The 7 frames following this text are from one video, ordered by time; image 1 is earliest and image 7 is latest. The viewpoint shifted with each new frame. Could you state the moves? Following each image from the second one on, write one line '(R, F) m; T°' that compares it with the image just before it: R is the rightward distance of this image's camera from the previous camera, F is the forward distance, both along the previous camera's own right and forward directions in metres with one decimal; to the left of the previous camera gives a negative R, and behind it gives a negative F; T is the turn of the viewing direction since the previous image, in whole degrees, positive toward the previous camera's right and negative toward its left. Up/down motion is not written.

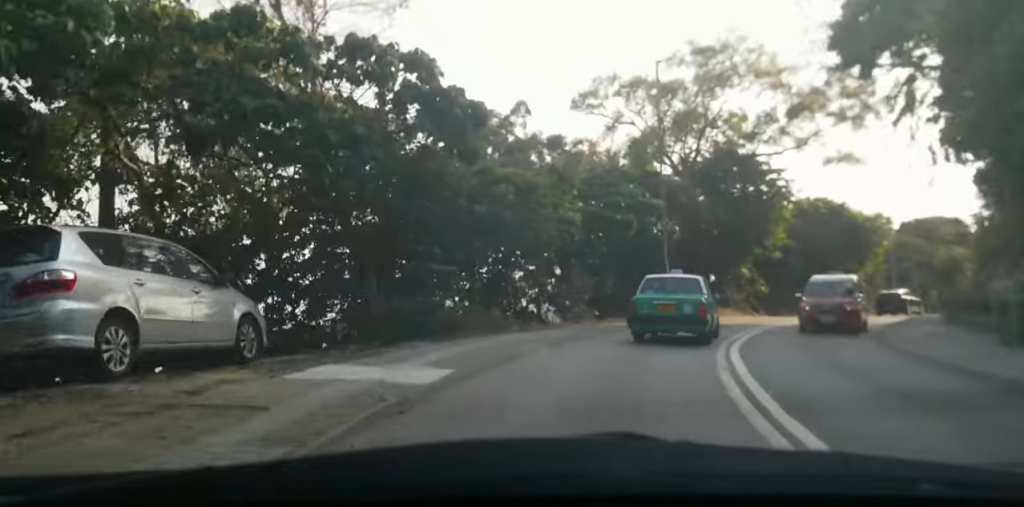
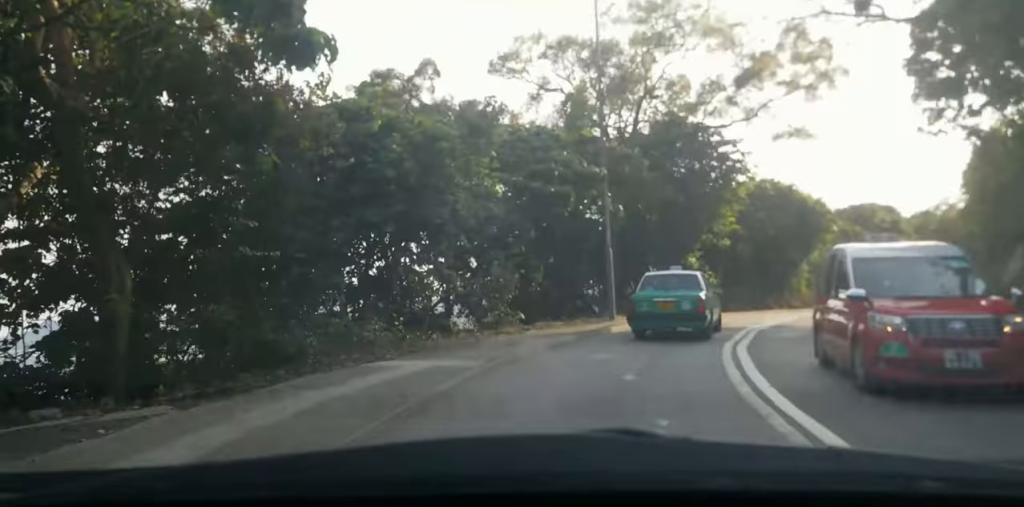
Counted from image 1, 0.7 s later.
(0.0, +6.6) m; +6°
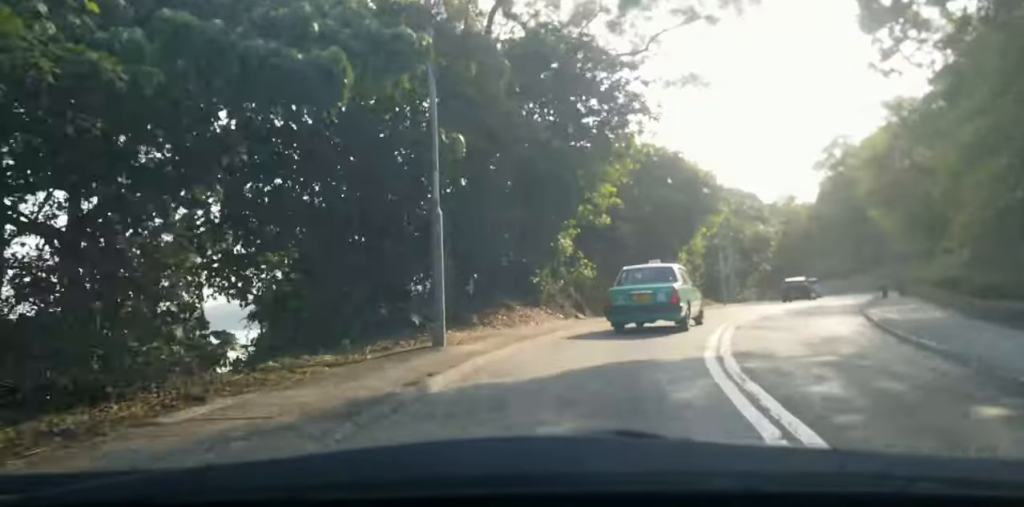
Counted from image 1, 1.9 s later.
(+2.1, +11.6) m; +20°
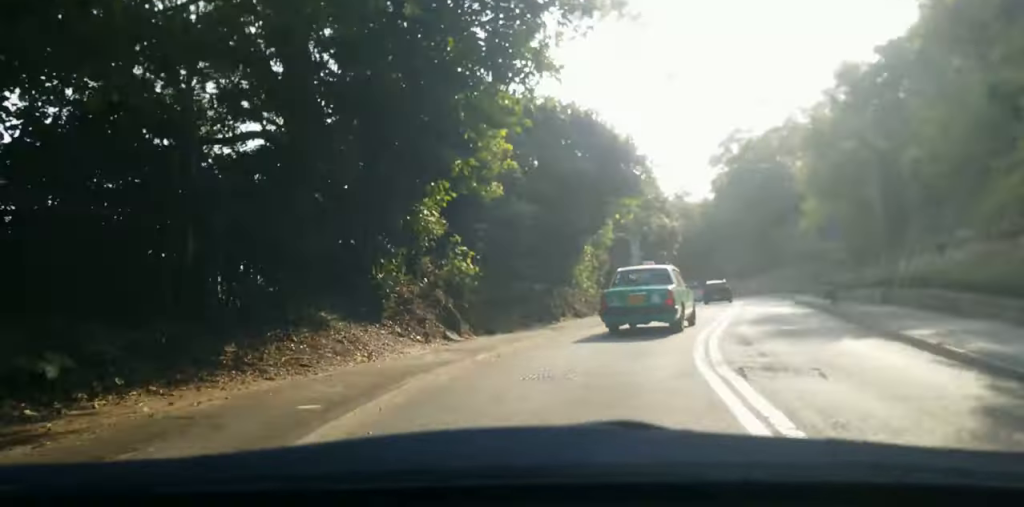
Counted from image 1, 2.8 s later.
(+1.1, +8.4) m; +10°
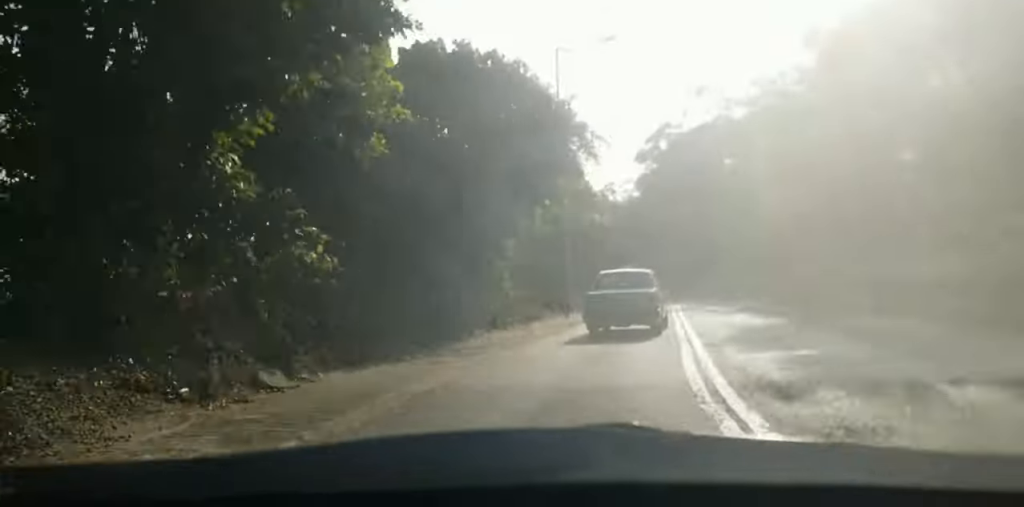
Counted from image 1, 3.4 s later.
(+0.2, +5.8) m; +3°
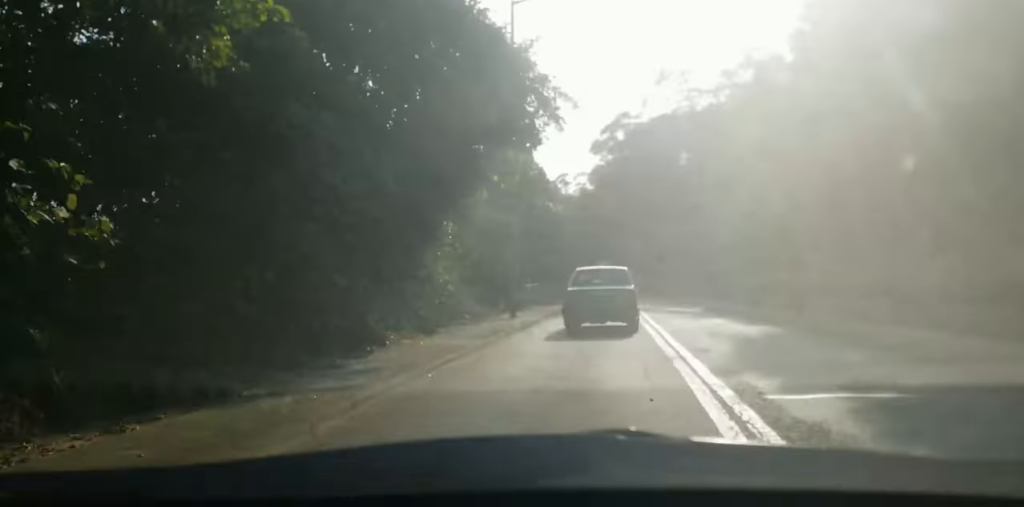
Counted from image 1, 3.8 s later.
(+0.1, +4.4) m; +3°
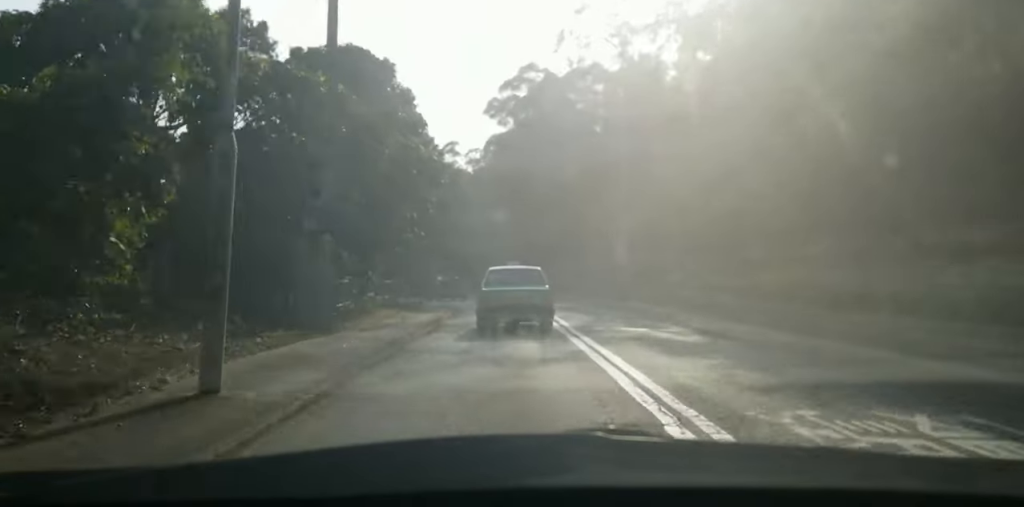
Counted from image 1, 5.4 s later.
(+1.6, +16.1) m; +9°
